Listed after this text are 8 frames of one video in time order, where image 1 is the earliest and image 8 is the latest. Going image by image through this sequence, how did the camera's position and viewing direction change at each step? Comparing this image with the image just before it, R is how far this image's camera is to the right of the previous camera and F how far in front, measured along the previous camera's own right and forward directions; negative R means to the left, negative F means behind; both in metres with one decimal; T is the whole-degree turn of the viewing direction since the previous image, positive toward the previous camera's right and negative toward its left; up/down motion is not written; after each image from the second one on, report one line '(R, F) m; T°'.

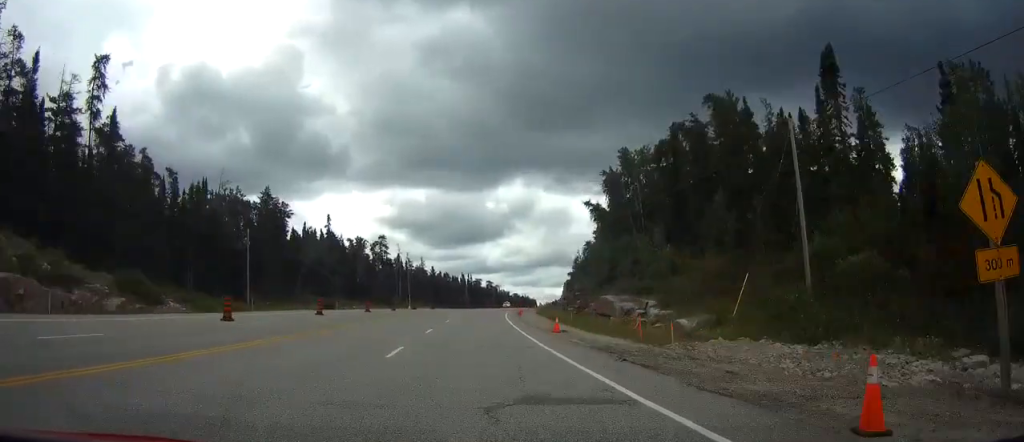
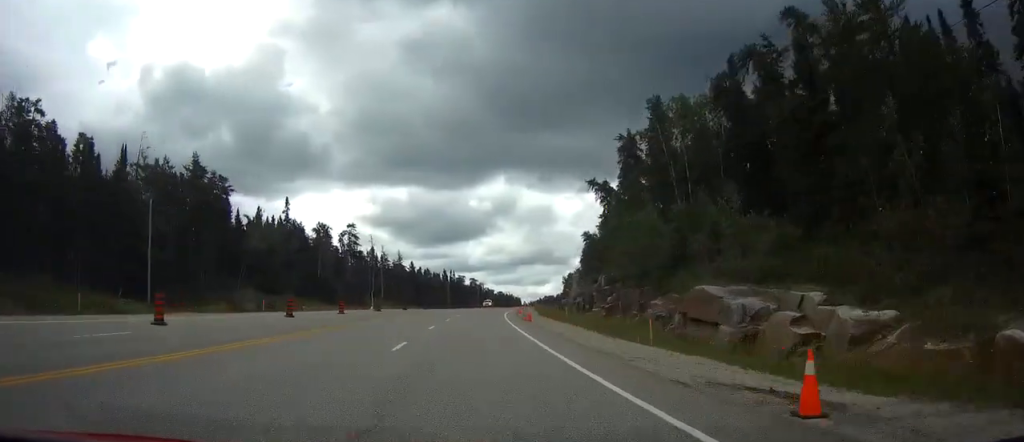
(0.0, +22.4) m; 0°
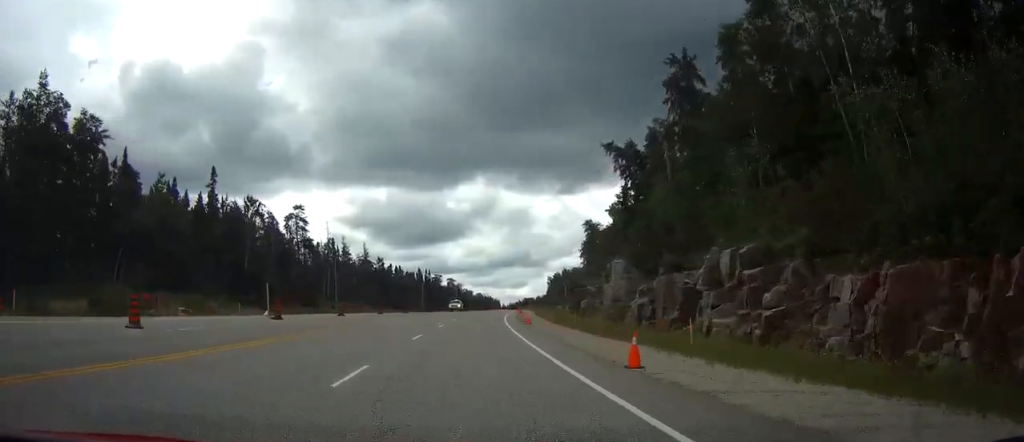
(0.0, +29.8) m; 0°
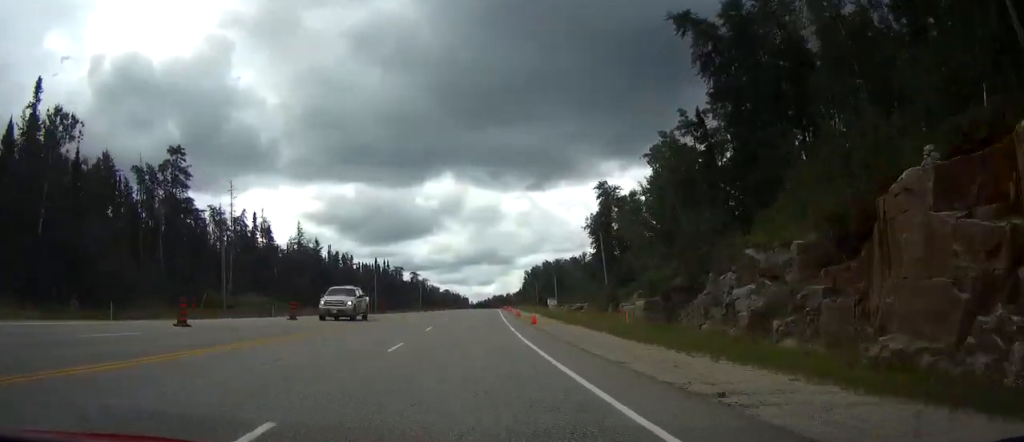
(0.0, +41.6) m; 0°
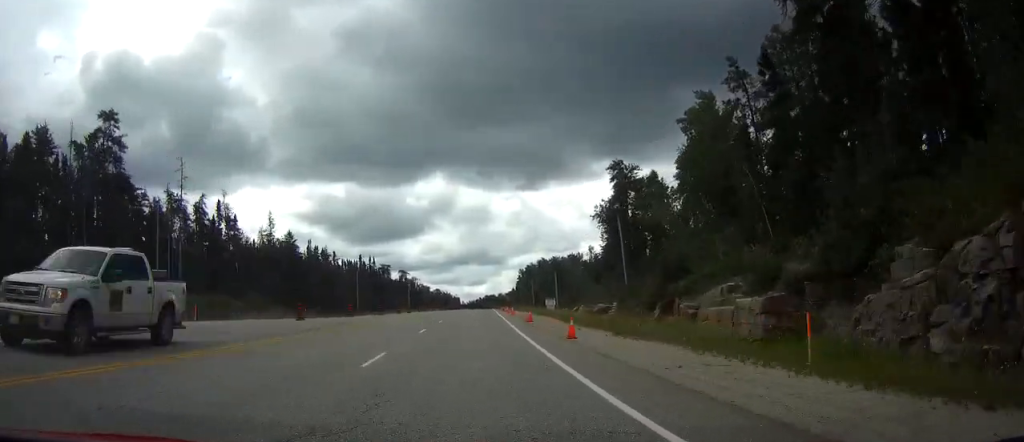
(0.0, +15.0) m; +1°
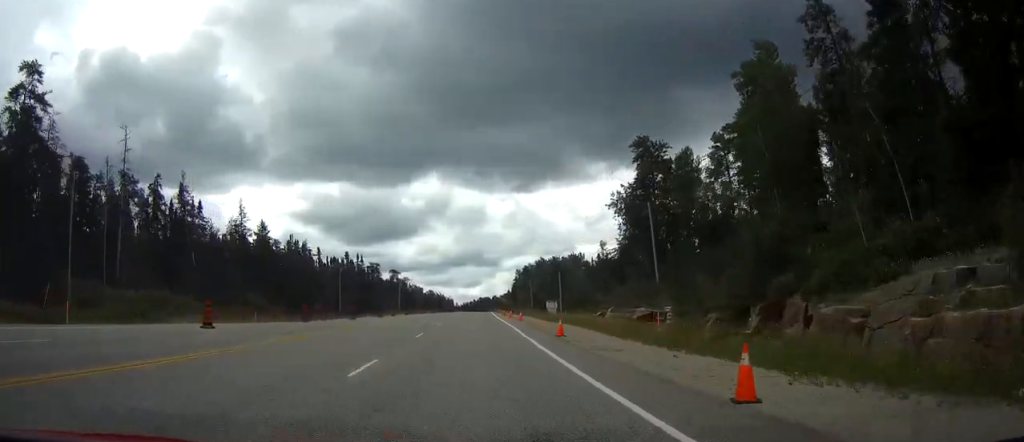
(-0.2, +14.0) m; +1°
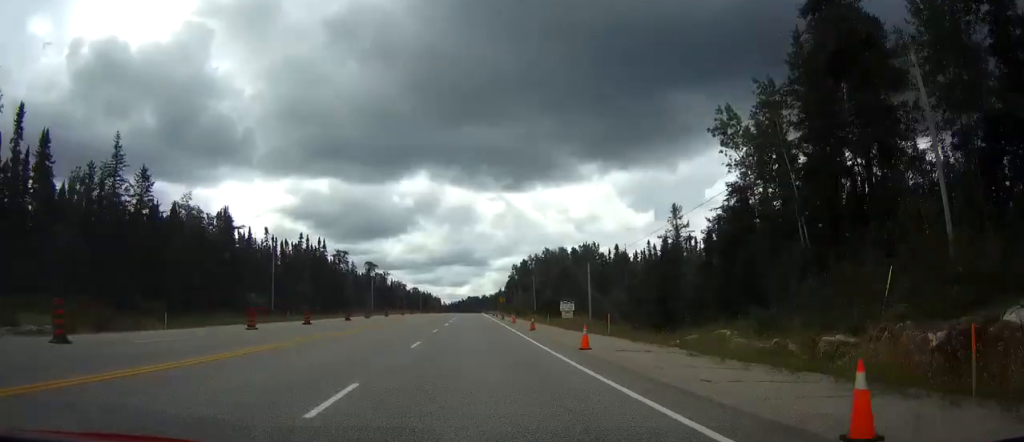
(+1.7, +40.1) m; +4°
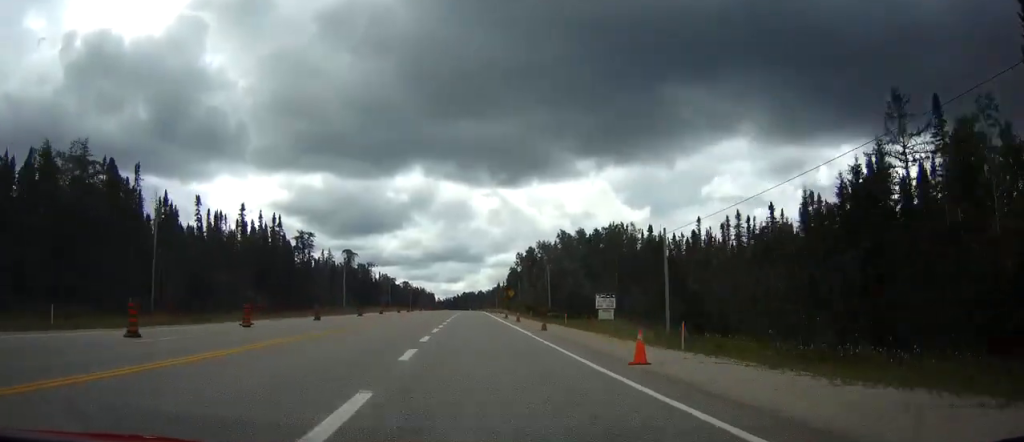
(+0.4, +36.3) m; +1°
